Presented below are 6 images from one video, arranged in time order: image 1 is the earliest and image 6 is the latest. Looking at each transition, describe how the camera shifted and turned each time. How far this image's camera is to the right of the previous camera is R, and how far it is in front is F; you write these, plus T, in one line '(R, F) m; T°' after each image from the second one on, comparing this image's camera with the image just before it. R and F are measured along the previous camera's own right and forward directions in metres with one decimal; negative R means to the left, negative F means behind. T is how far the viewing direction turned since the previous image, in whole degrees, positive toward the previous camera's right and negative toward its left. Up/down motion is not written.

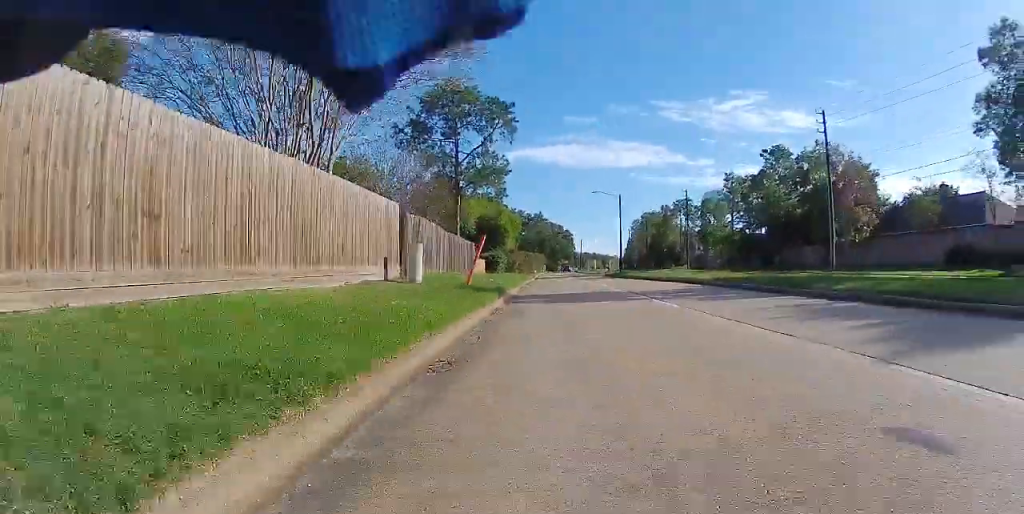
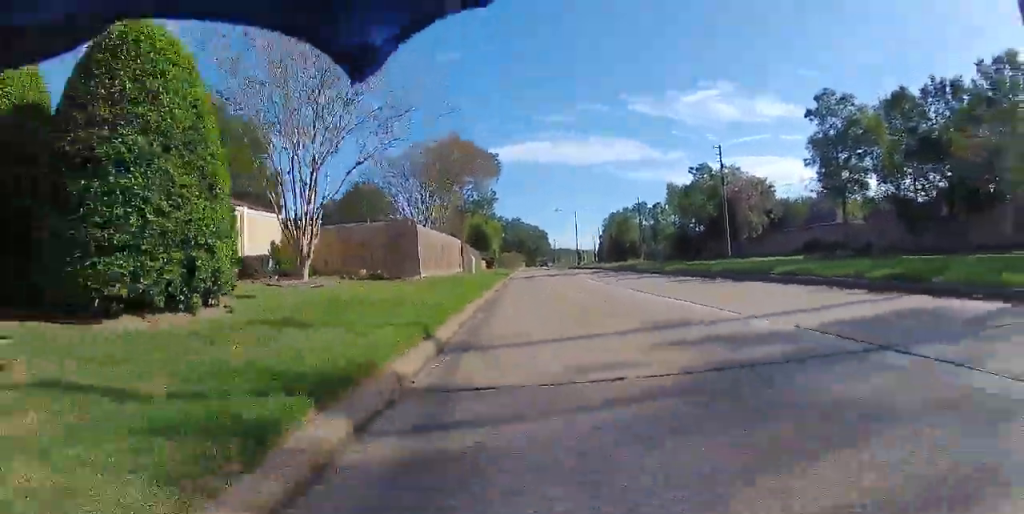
(-0.5, +22.4) m; 0°
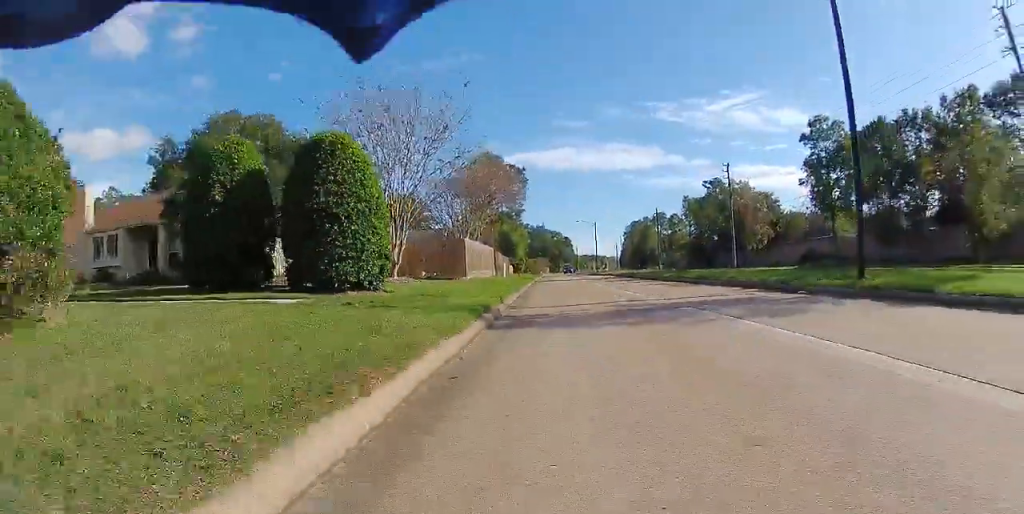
(+0.1, +7.1) m; +1°
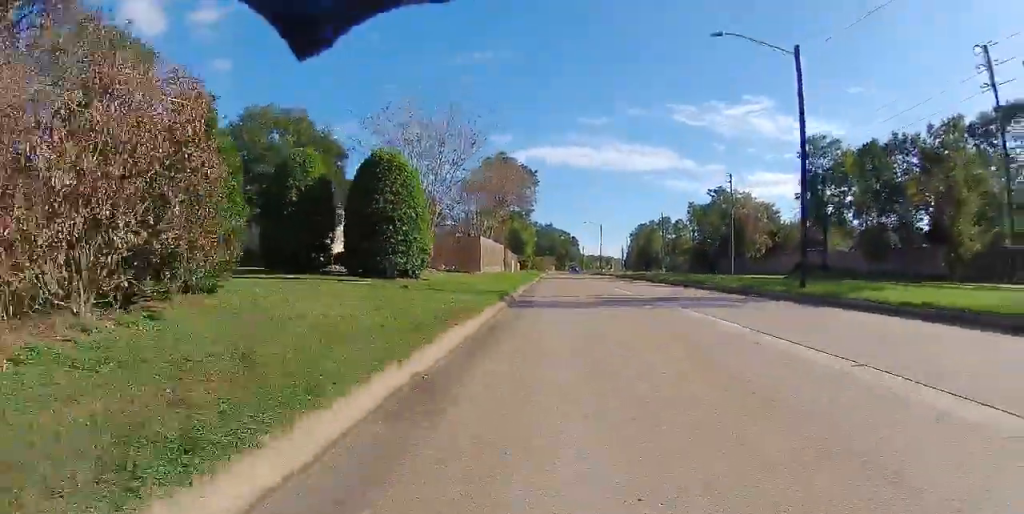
(0.0, +3.9) m; +1°
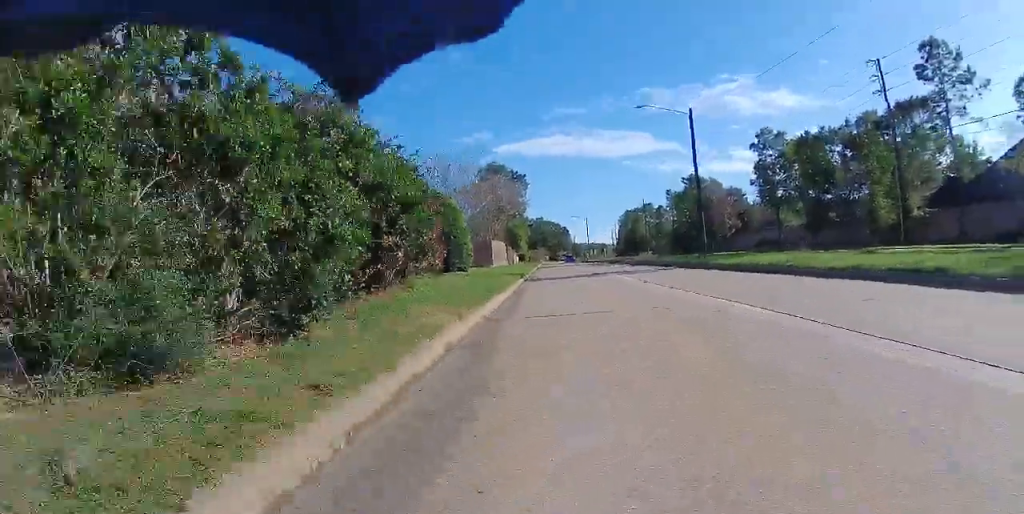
(+0.3, +11.4) m; +1°
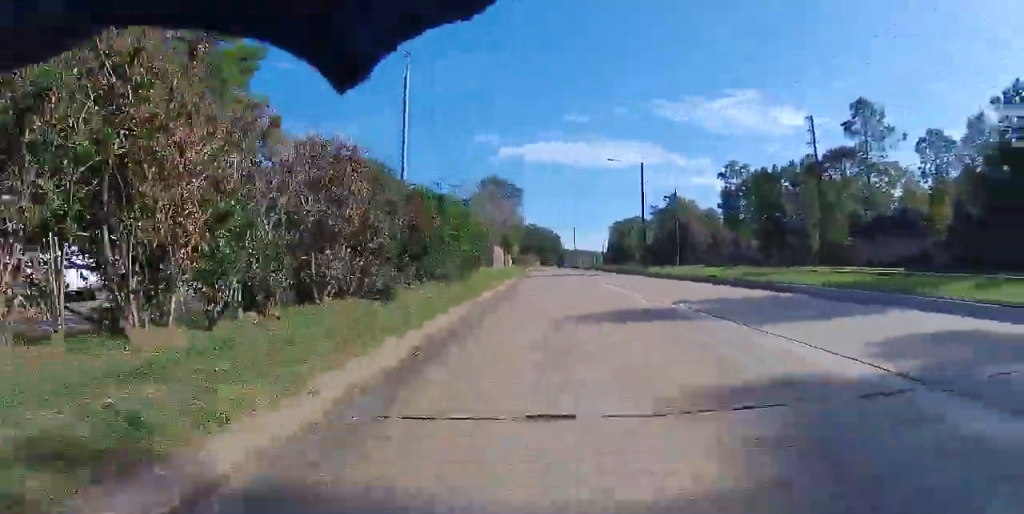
(-0.4, +12.4) m; -5°
